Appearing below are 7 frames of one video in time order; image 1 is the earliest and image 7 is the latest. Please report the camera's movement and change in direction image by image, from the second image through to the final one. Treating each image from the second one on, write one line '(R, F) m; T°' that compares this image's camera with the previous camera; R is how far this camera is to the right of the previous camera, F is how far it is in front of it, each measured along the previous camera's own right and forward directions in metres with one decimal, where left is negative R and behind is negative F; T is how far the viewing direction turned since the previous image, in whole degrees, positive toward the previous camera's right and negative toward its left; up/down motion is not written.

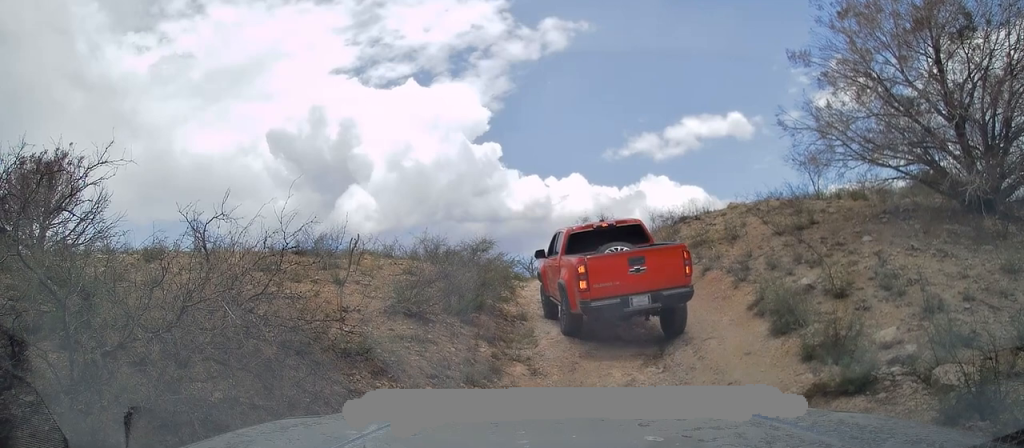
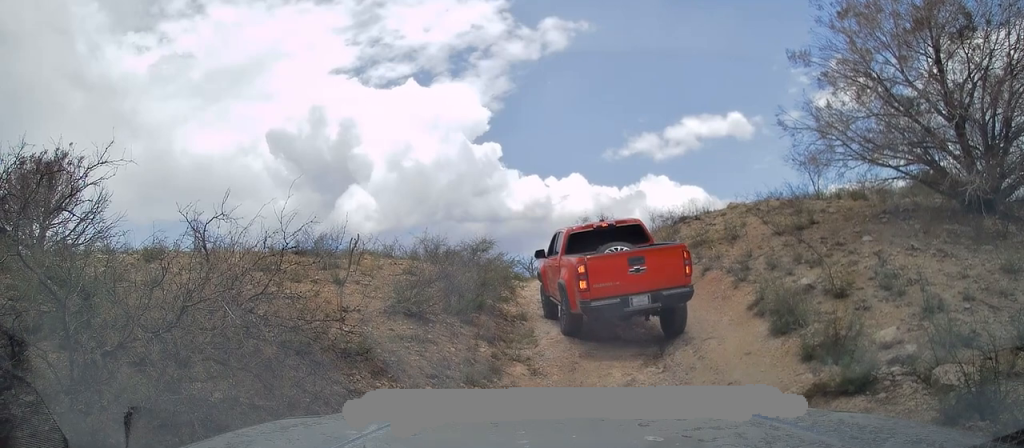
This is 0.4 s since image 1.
(0.0, 0.0) m; 0°
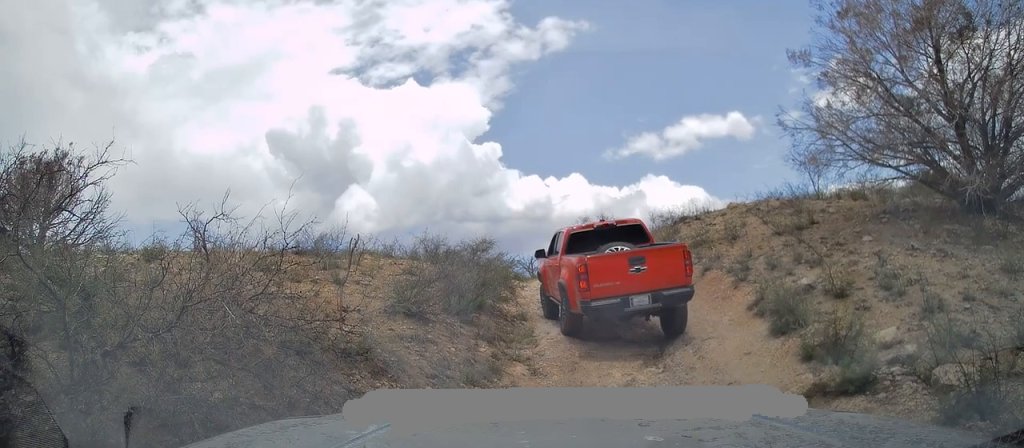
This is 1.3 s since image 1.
(0.0, 0.0) m; 0°
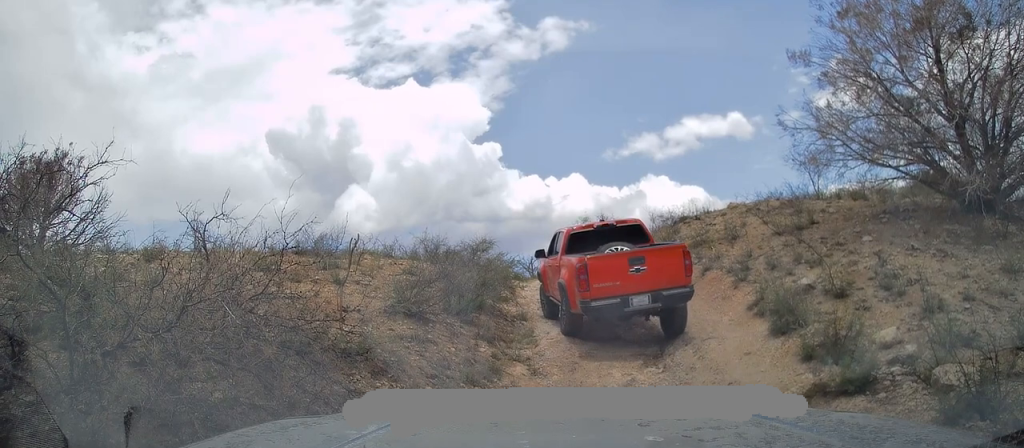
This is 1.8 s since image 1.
(0.0, 0.0) m; 0°
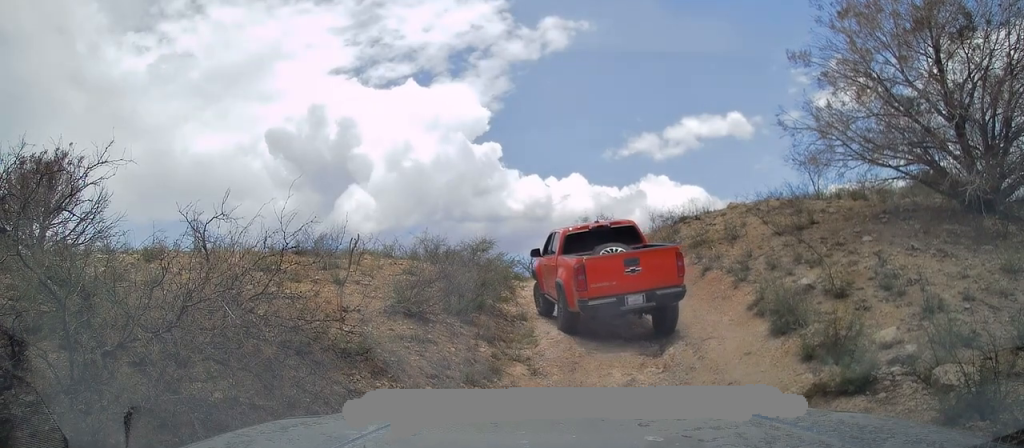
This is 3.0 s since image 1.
(0.0, 0.0) m; 0°
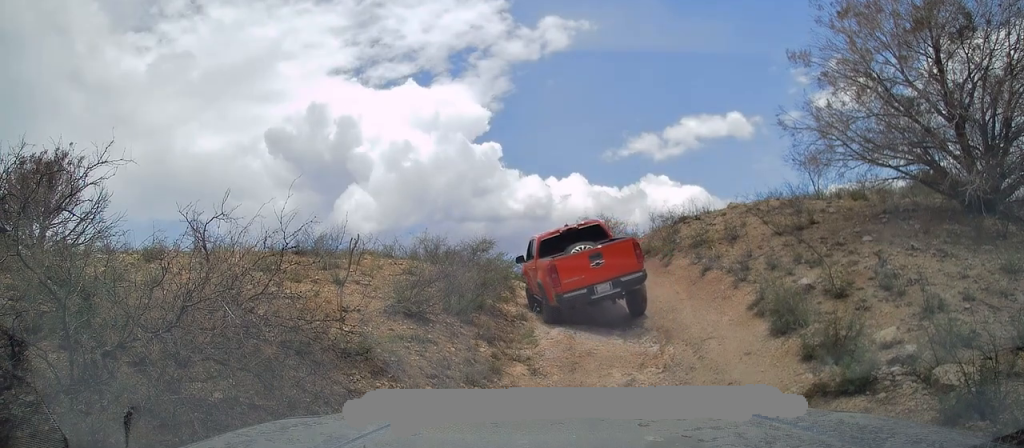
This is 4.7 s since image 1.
(0.0, 0.0) m; 0°
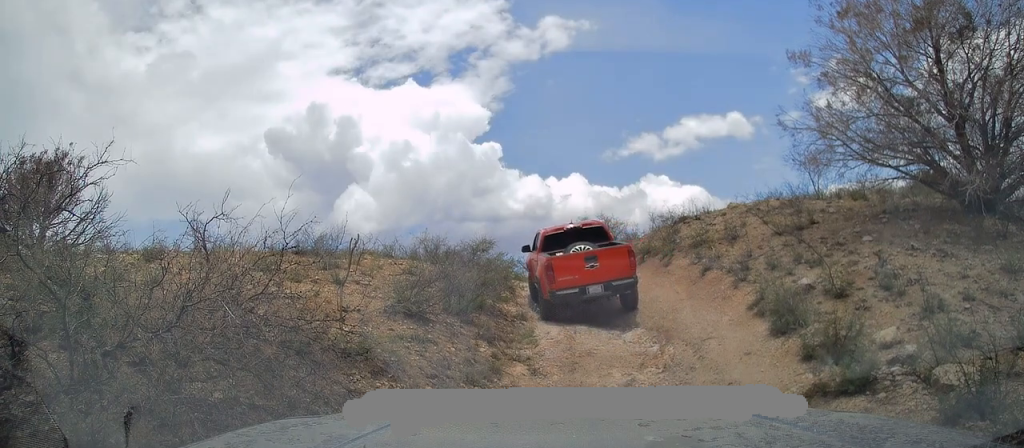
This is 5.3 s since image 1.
(0.0, 0.0) m; 0°
